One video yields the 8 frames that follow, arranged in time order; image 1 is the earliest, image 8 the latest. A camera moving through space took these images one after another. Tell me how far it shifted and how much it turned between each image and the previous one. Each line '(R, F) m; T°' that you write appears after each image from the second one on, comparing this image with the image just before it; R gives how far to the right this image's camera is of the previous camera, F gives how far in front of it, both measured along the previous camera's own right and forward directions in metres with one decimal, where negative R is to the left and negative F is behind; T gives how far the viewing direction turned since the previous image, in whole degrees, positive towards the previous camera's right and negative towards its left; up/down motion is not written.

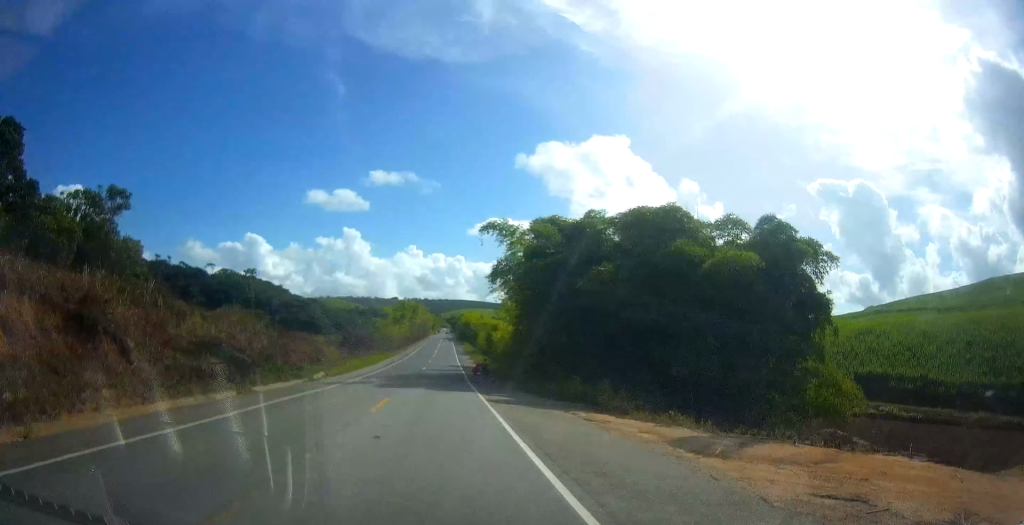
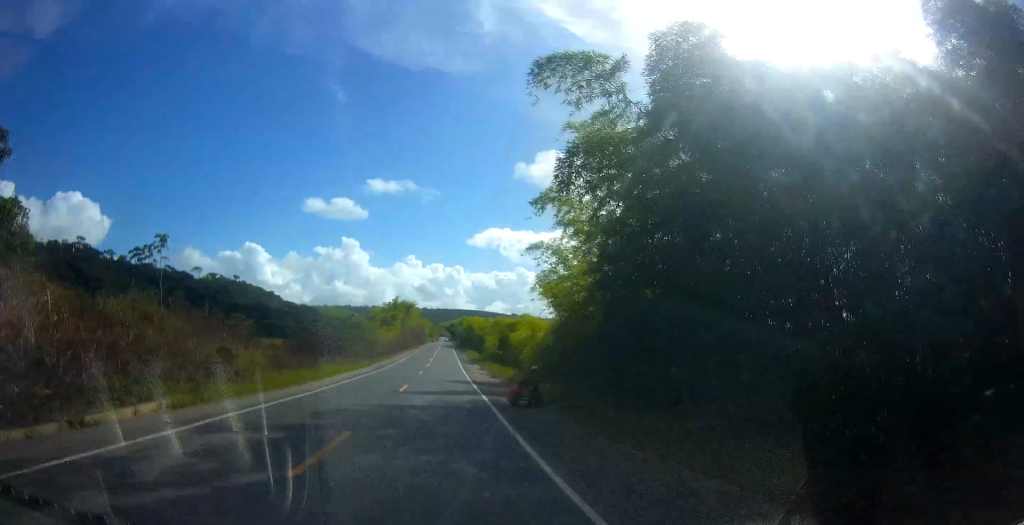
(0.0, +24.0) m; -1°
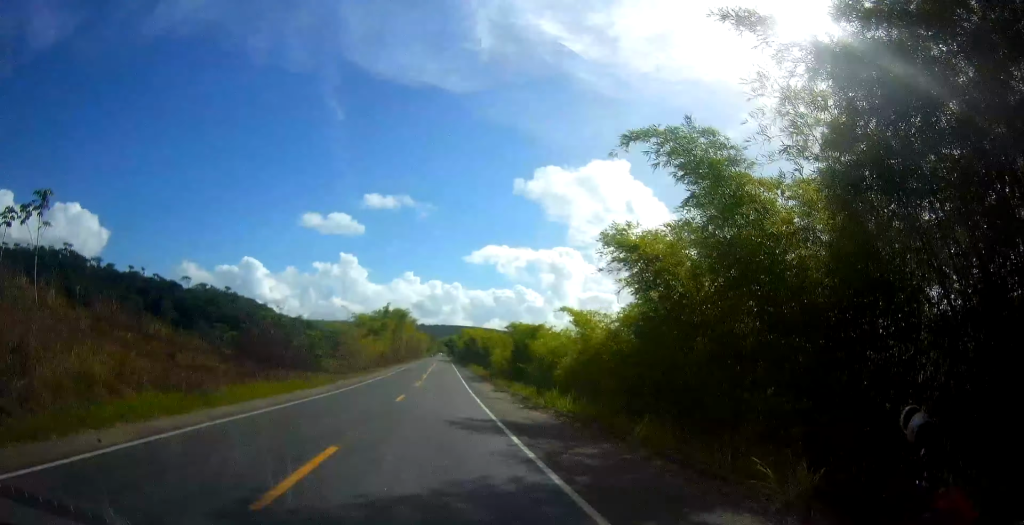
(-0.6, +17.2) m; 0°
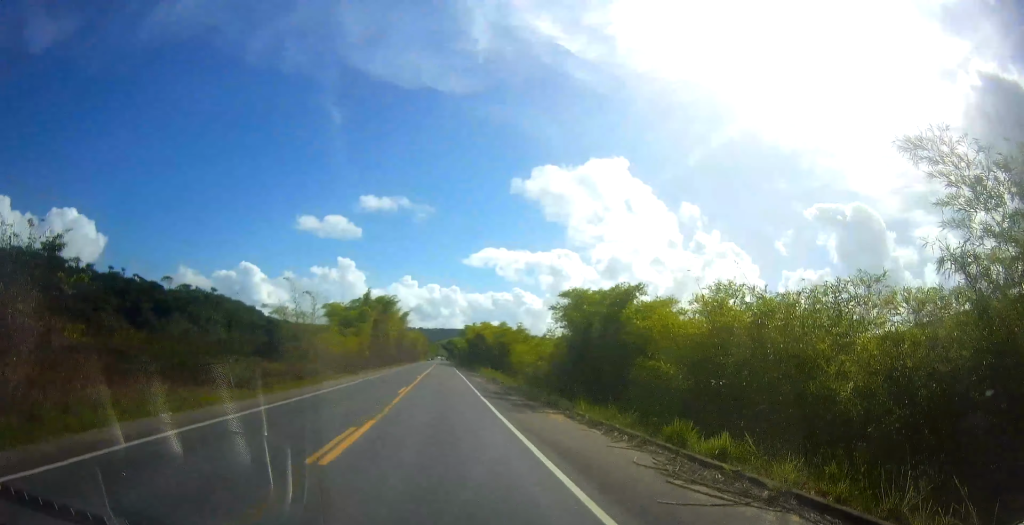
(+0.2, +27.5) m; +1°
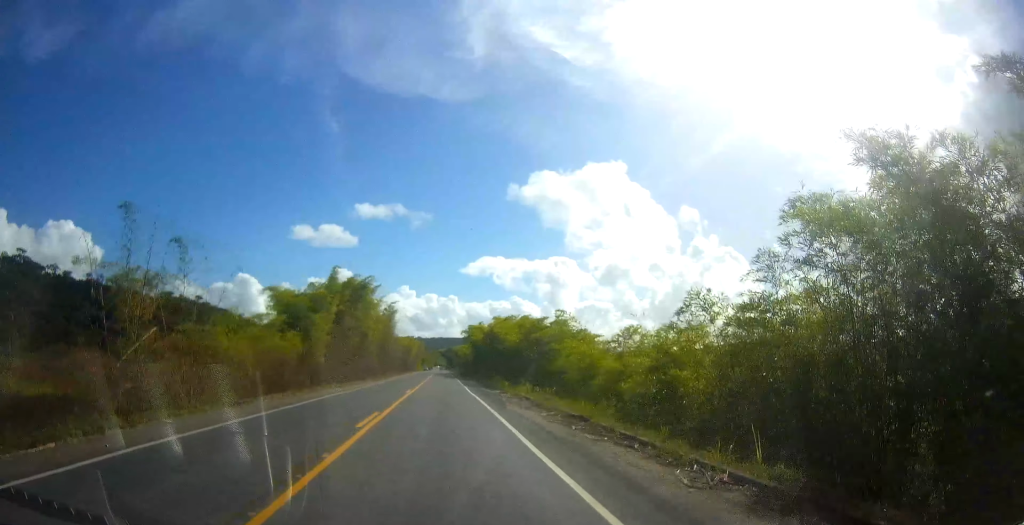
(+0.4, +27.7) m; 0°
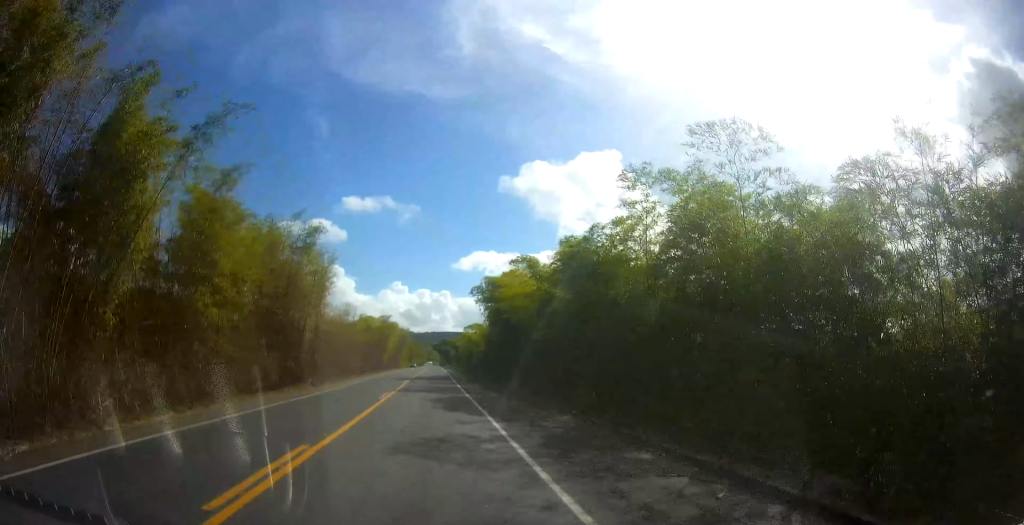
(-1.0, +56.5) m; 0°
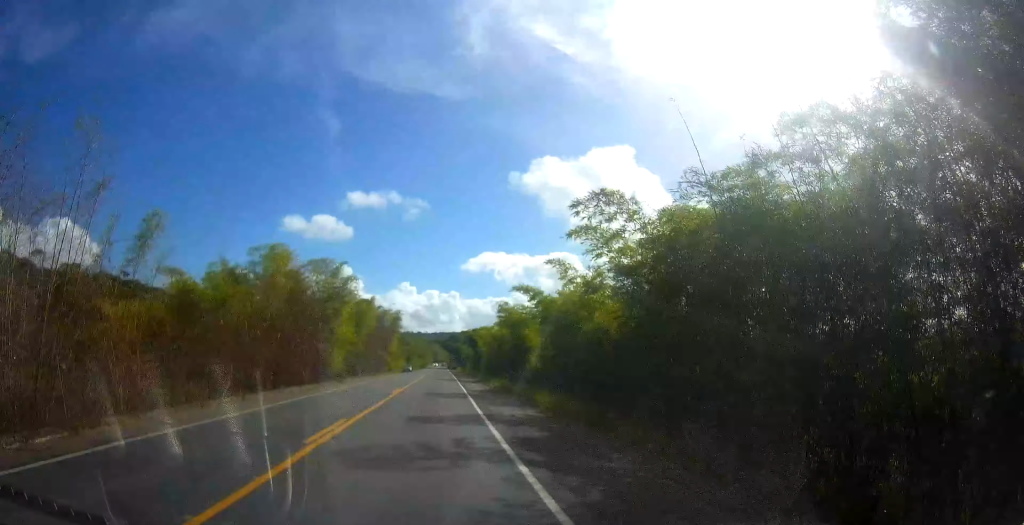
(+1.4, +60.9) m; +1°
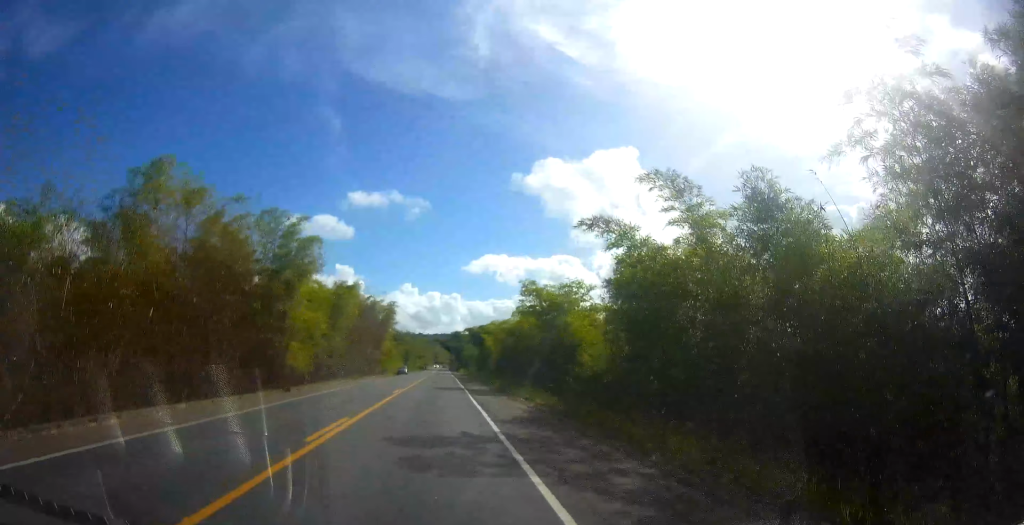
(0.0, +16.7) m; 0°
